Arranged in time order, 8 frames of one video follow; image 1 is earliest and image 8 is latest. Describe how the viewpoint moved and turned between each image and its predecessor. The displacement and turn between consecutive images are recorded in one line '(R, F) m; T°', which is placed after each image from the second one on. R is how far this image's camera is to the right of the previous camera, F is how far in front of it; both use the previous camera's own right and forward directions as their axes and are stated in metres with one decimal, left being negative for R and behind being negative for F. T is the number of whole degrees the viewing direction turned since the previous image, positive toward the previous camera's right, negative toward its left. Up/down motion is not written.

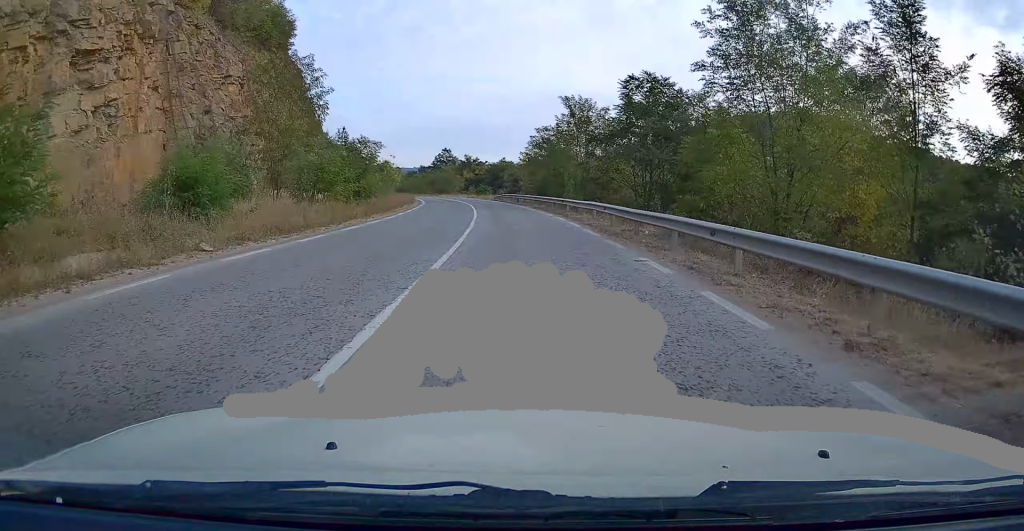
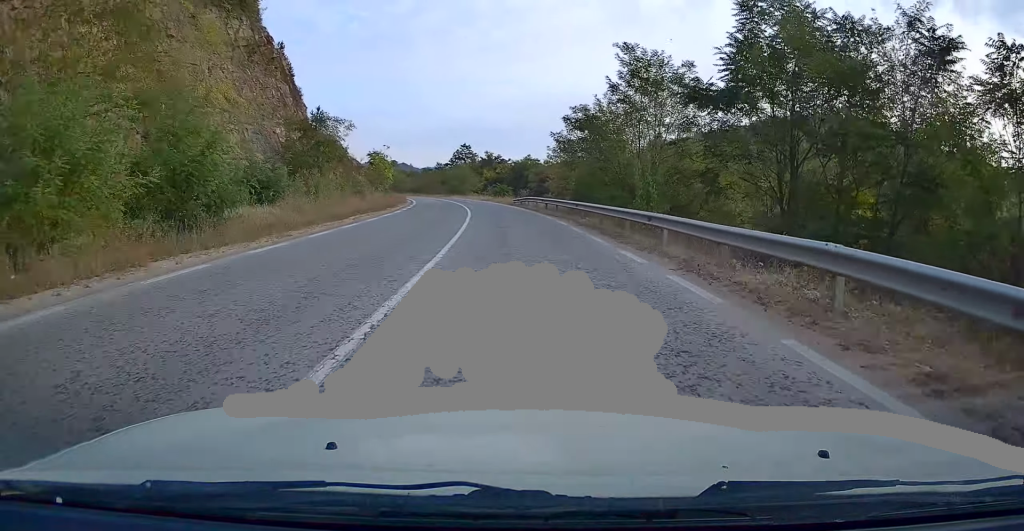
(-0.2, +19.2) m; -2°
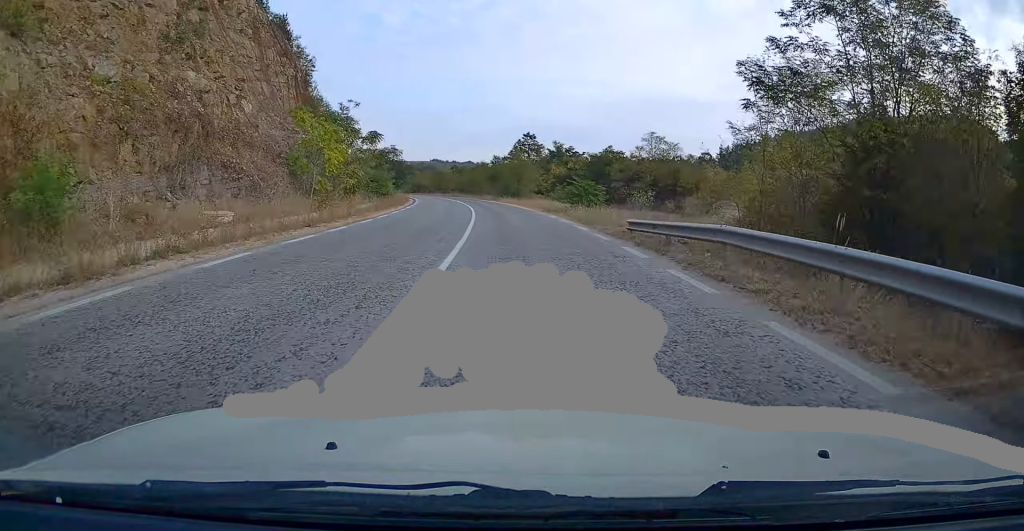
(-1.1, +35.8) m; -4°
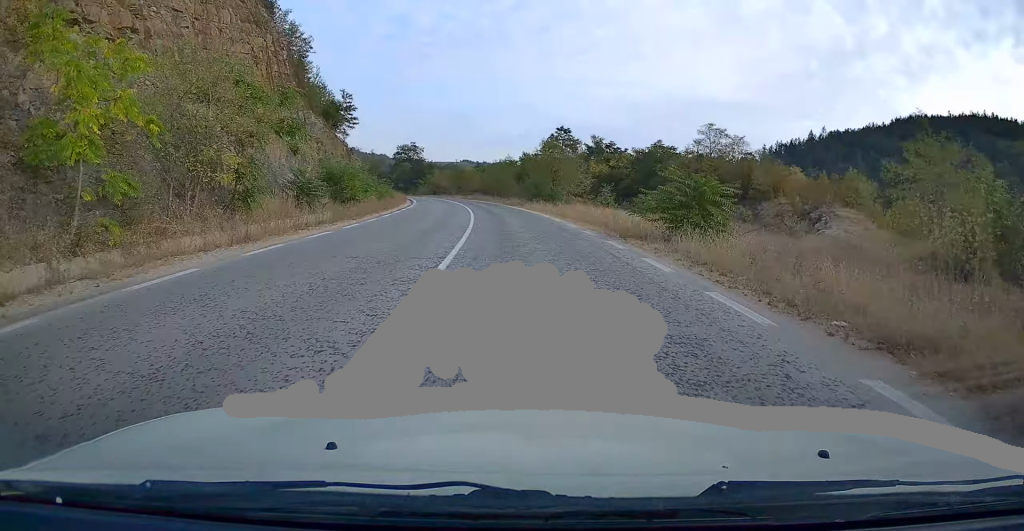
(-0.5, +18.2) m; -3°
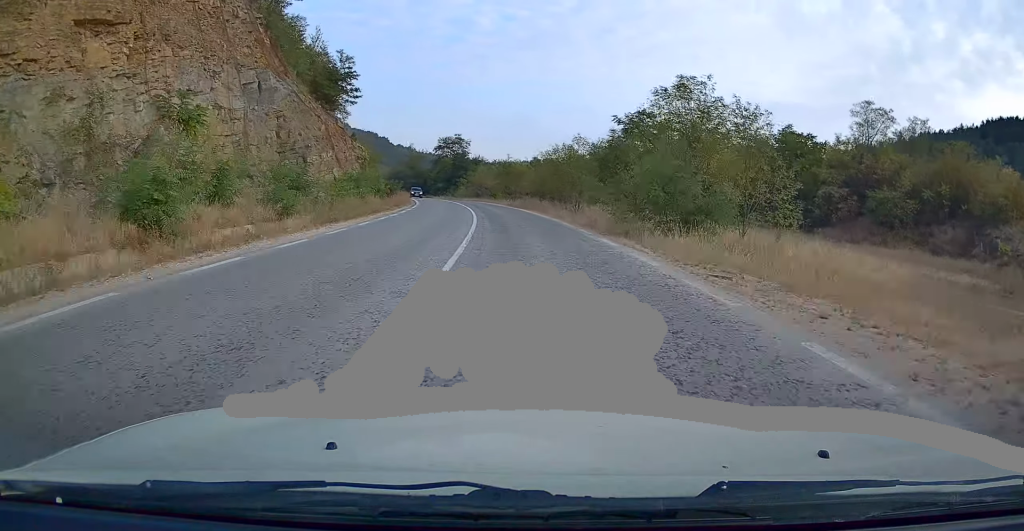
(-1.0, +31.2) m; -5°
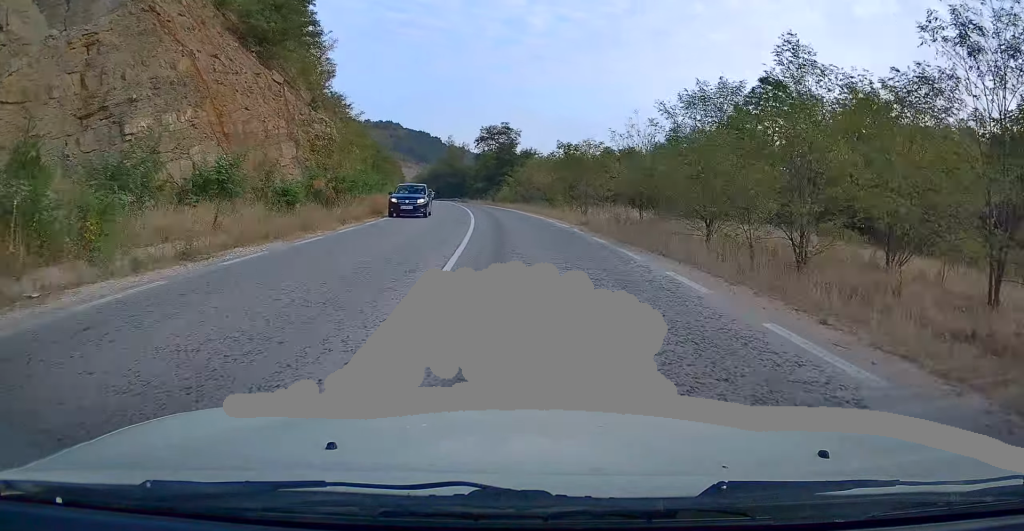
(-1.7, +31.3) m; -6°
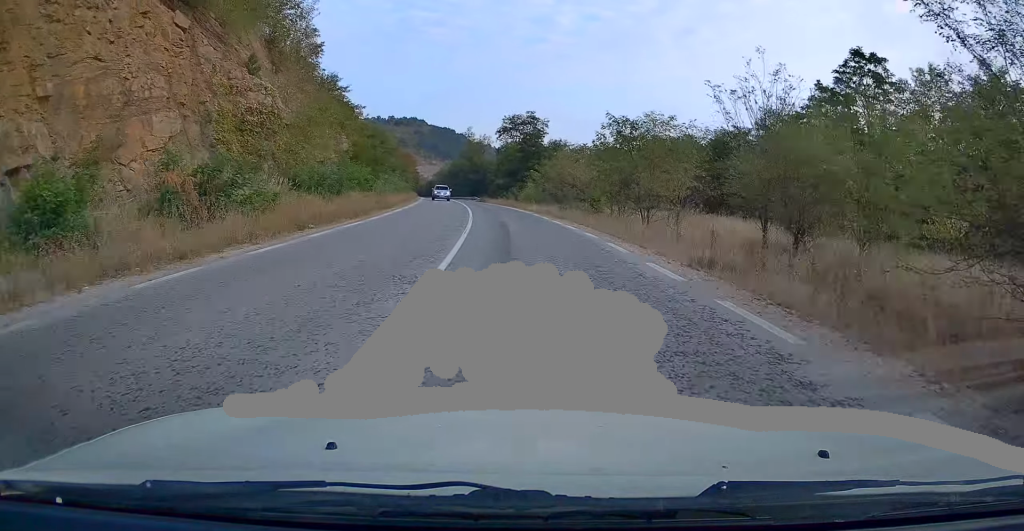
(-0.2, +14.7) m; -2°
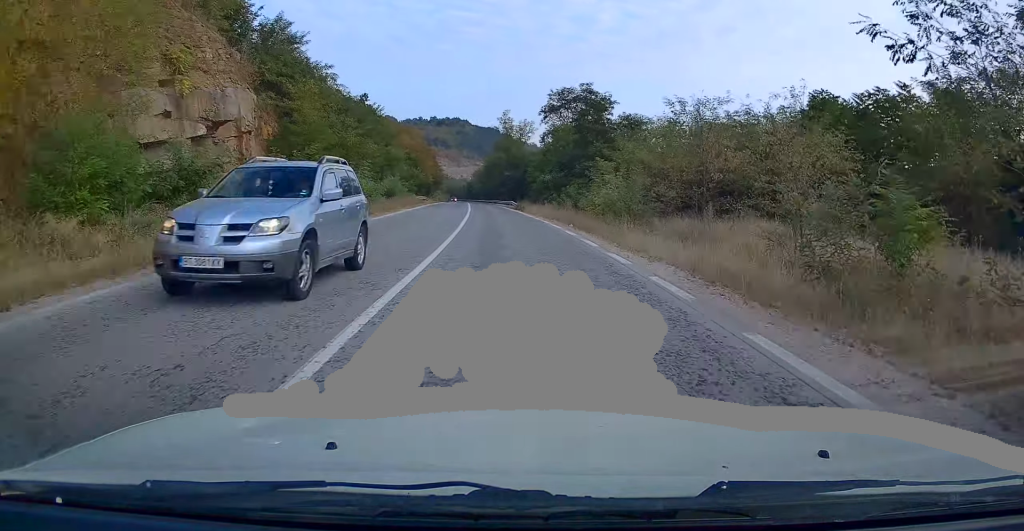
(-1.2, +29.8) m; -4°
